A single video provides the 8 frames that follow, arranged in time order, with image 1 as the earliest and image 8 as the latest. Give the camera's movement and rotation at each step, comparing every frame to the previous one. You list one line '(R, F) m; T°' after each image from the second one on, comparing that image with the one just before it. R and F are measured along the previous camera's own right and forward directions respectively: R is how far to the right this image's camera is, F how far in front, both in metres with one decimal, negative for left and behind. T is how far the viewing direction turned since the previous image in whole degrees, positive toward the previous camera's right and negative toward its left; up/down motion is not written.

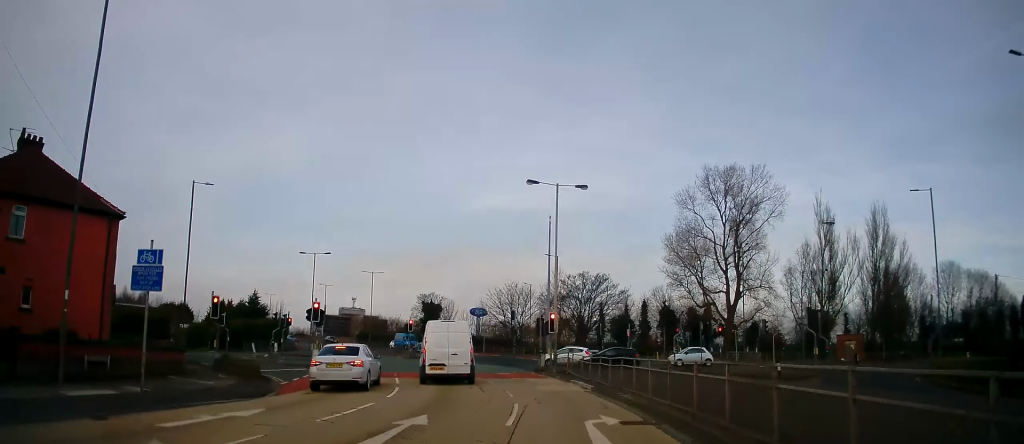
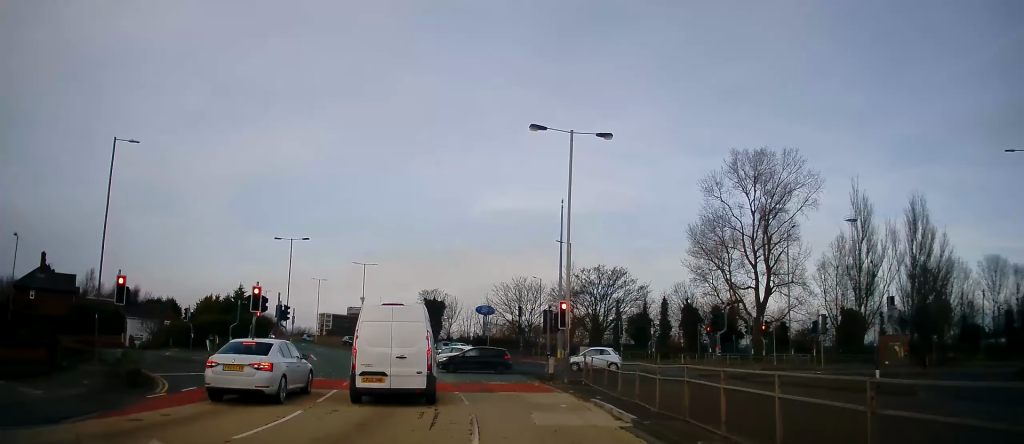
(0.0, +8.6) m; 0°
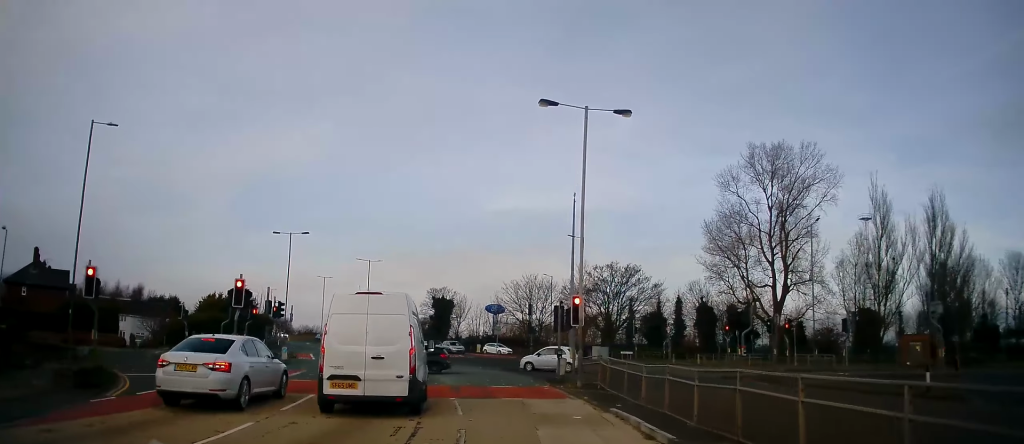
(0.0, +2.7) m; 0°
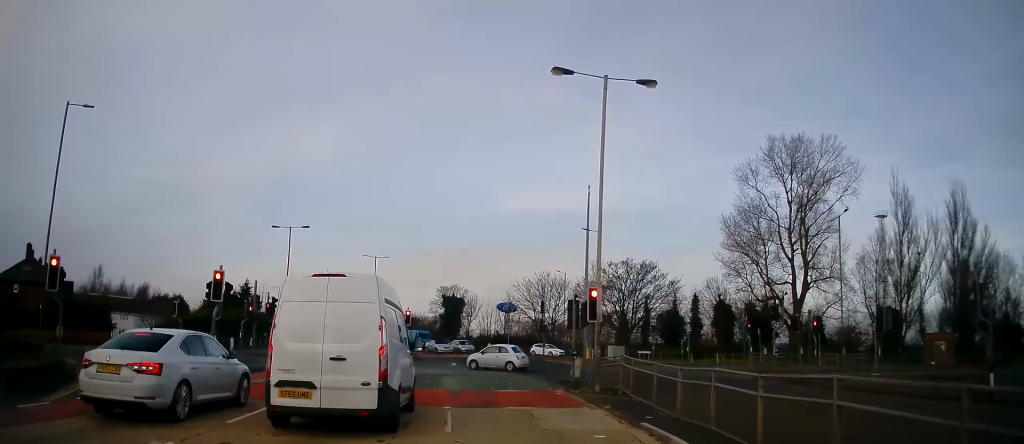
(-0.1, +2.7) m; -3°
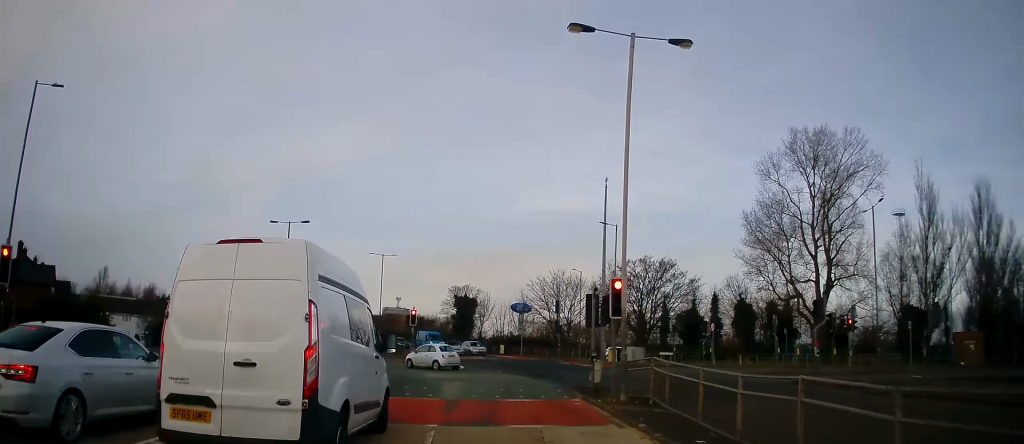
(-0.1, +3.2) m; -2°
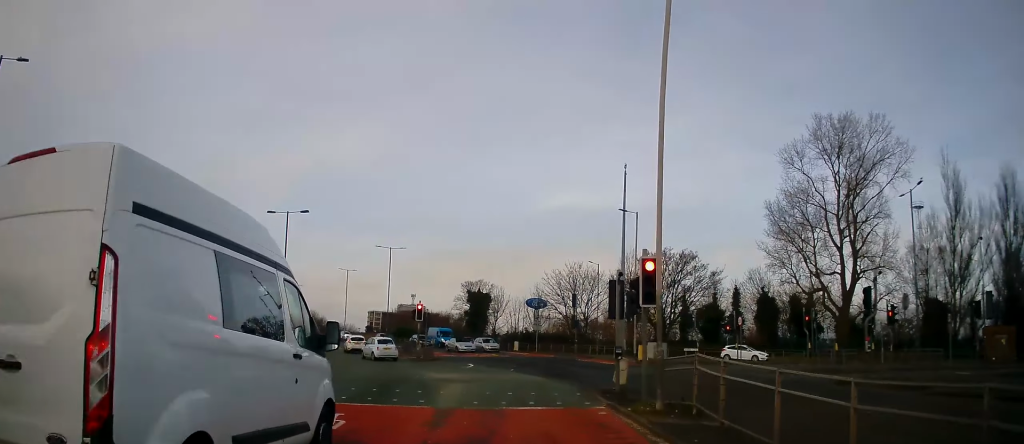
(-0.1, +3.4) m; -1°
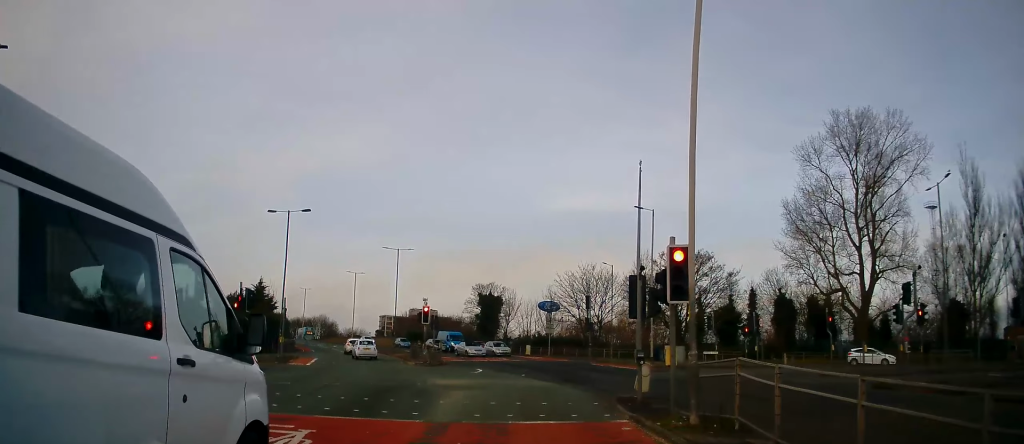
(+0.1, +2.1) m; -1°
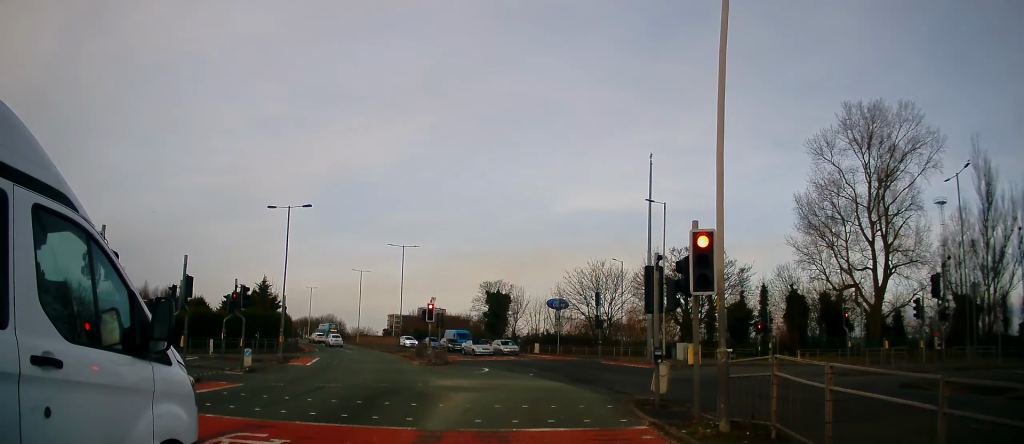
(-0.3, +1.8) m; 0°
